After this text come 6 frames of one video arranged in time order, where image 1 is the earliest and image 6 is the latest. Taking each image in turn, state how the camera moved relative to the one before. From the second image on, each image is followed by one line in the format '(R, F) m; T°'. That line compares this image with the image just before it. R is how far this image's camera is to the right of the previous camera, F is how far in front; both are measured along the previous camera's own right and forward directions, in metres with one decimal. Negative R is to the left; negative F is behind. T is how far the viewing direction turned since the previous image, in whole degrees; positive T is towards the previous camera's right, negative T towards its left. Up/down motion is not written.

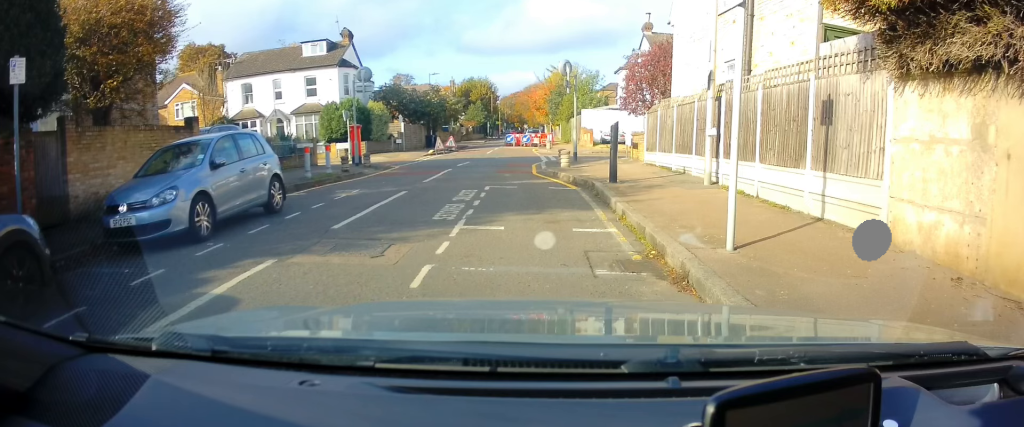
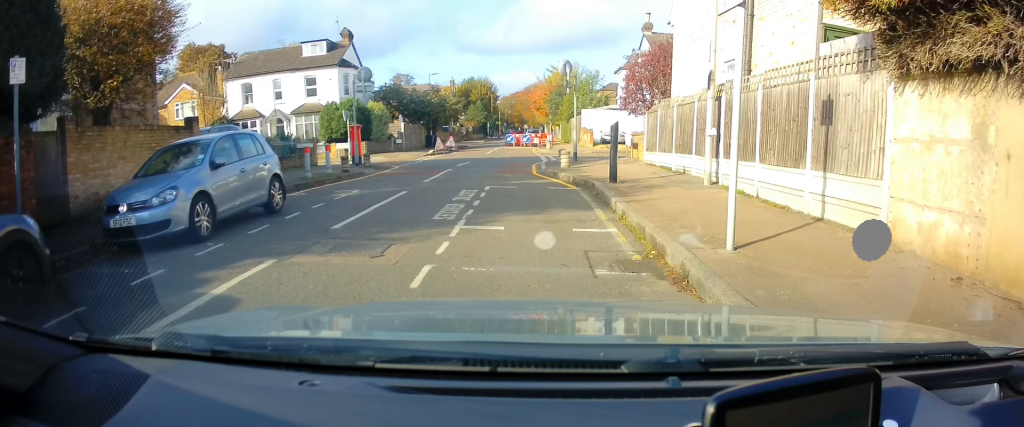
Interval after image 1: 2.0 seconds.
(0.0, 0.0) m; 0°
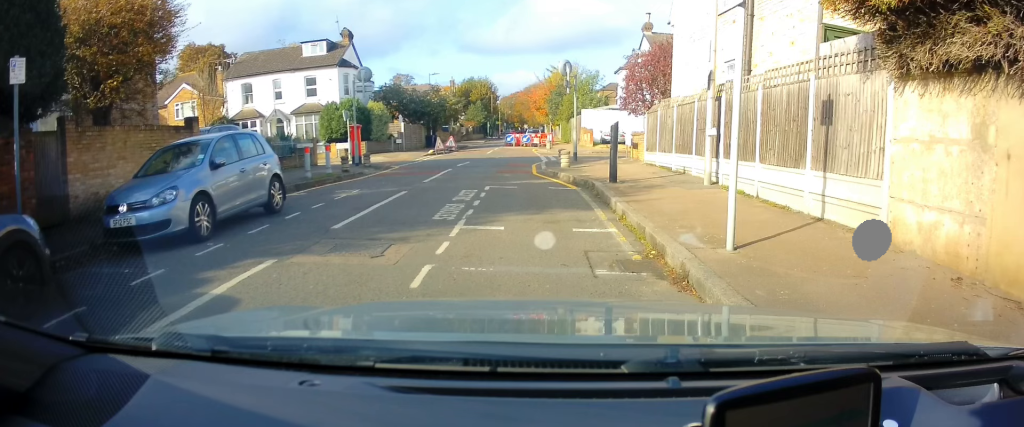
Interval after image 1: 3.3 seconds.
(0.0, 0.0) m; 0°
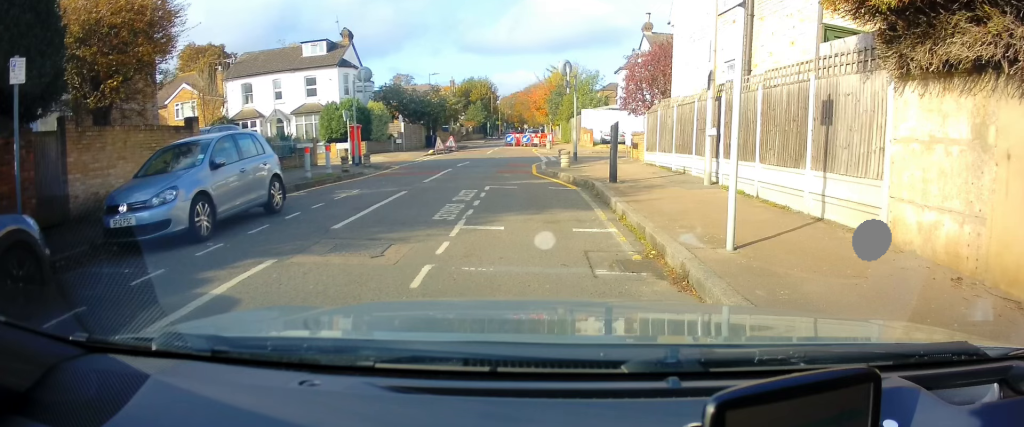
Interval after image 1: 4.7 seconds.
(0.0, 0.0) m; 0°
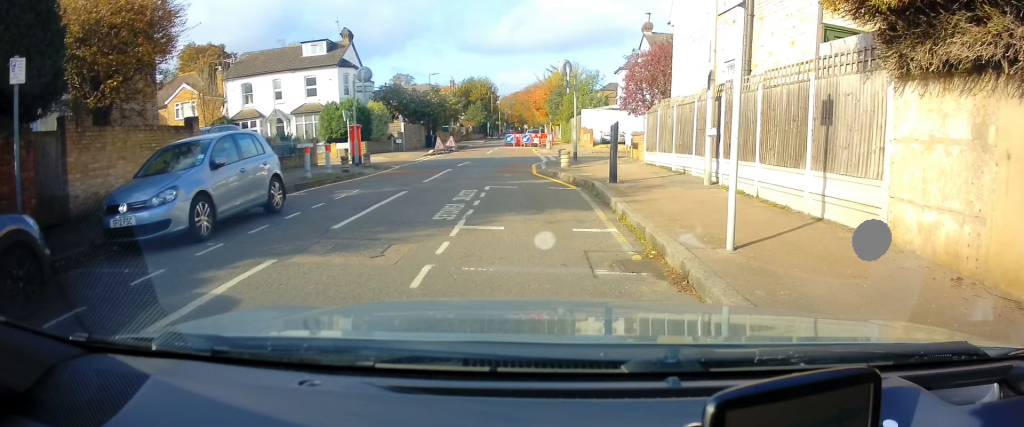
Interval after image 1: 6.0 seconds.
(0.0, 0.0) m; 0°
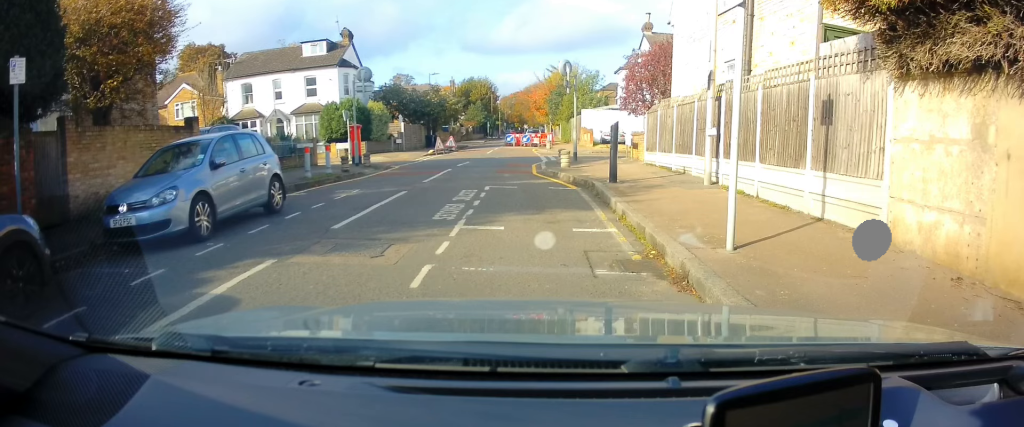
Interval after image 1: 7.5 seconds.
(0.0, 0.0) m; 0°
